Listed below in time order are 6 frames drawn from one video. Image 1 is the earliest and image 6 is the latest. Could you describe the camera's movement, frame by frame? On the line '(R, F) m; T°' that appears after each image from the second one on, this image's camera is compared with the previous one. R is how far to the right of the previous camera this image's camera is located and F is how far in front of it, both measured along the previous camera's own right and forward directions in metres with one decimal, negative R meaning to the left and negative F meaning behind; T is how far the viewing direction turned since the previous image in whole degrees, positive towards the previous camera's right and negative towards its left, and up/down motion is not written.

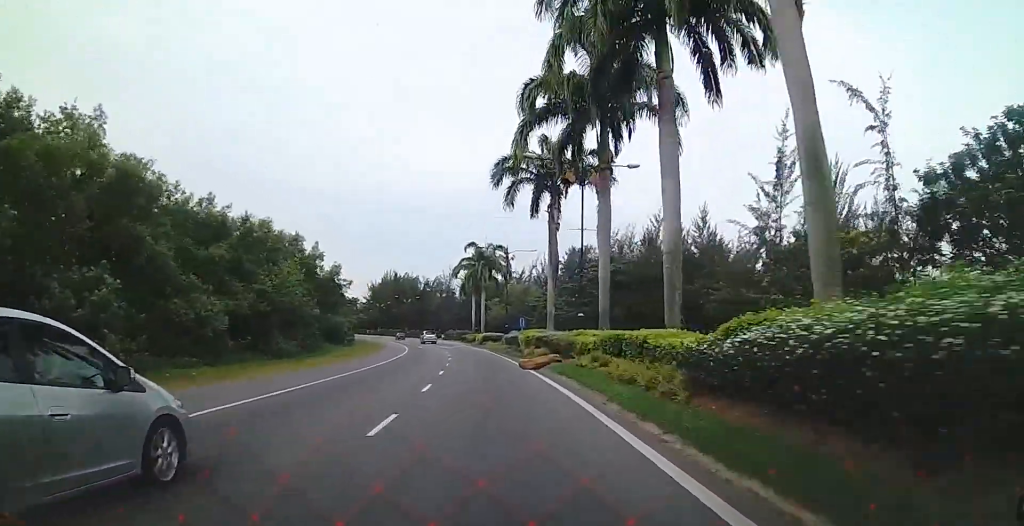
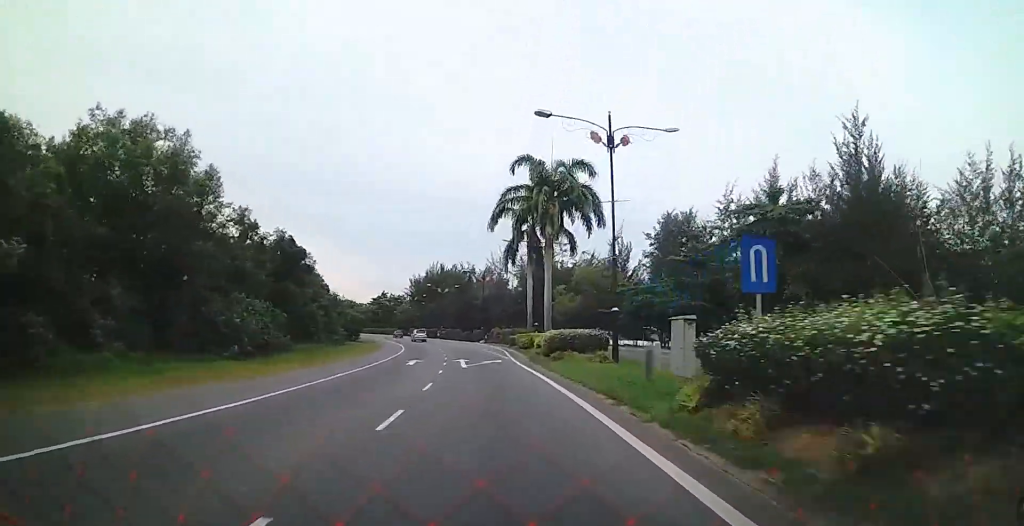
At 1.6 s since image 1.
(-1.6, +36.0) m; -5°
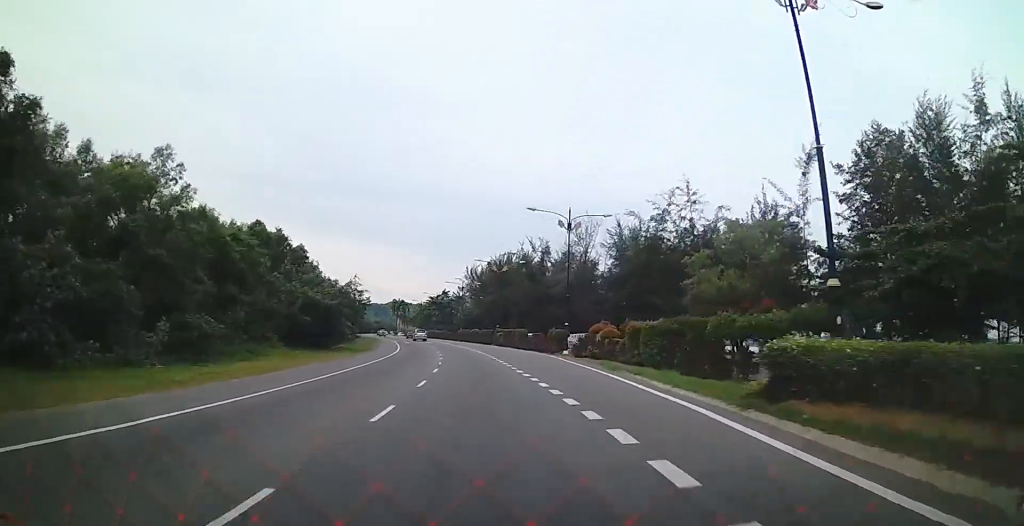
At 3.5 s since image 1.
(-2.0, +41.2) m; -6°
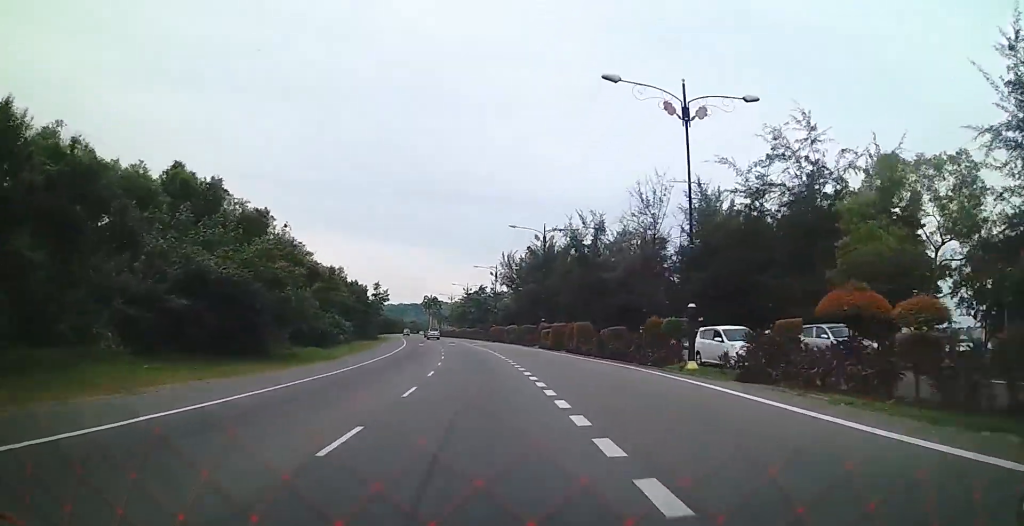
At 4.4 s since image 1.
(-0.5, +20.5) m; -4°
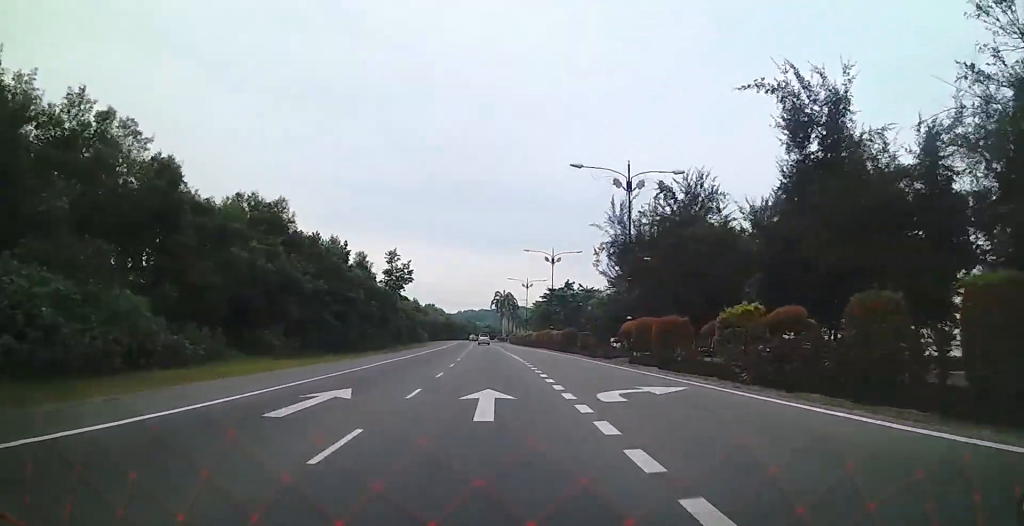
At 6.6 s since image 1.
(-5.6, +47.9) m; -12°
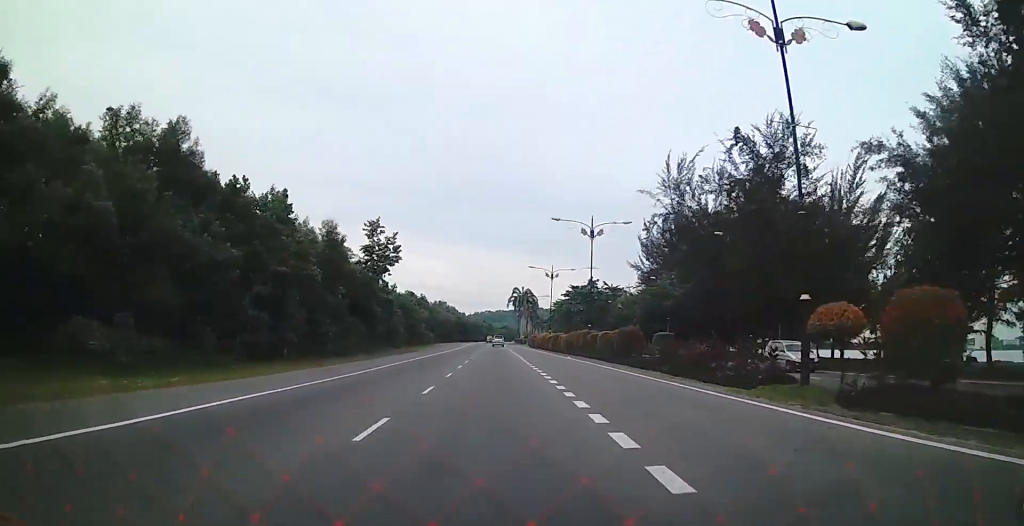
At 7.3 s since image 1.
(-0.3, +16.5) m; -2°
